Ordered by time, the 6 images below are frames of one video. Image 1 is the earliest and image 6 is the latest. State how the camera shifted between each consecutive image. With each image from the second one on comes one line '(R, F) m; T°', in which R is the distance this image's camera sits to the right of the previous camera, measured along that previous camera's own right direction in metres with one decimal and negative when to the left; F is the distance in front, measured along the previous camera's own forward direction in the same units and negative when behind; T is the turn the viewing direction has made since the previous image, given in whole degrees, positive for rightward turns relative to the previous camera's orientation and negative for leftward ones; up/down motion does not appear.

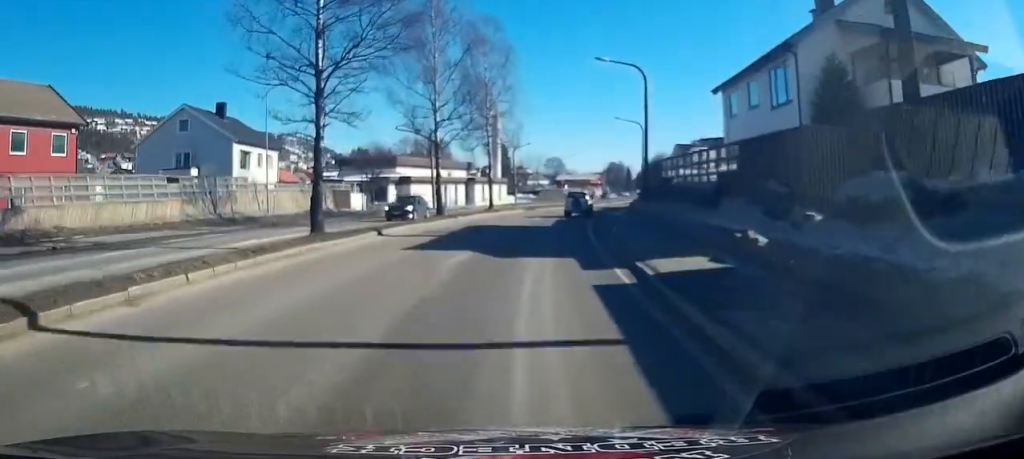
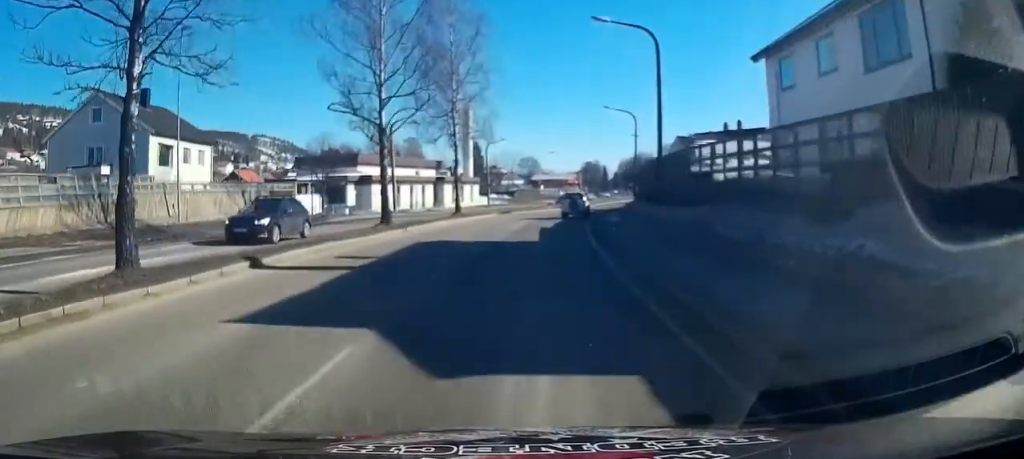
(+0.1, +8.1) m; +3°
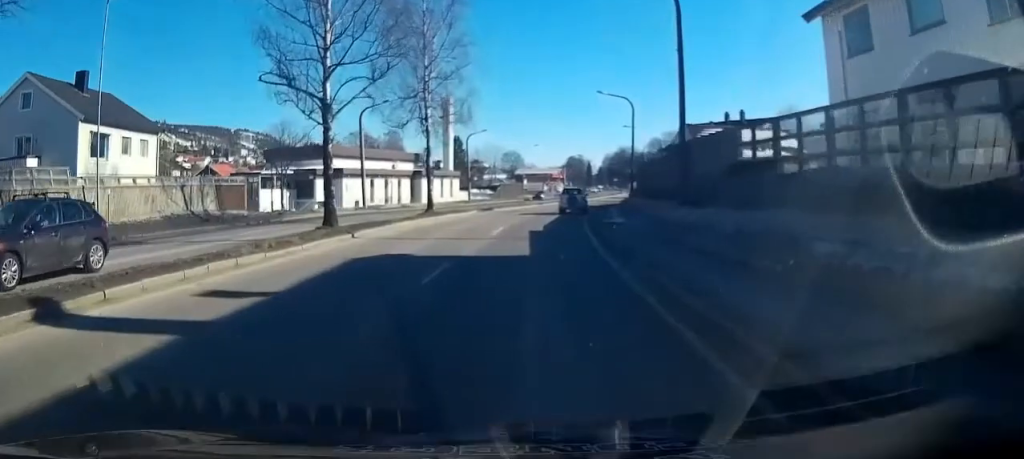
(-0.1, +5.5) m; +2°
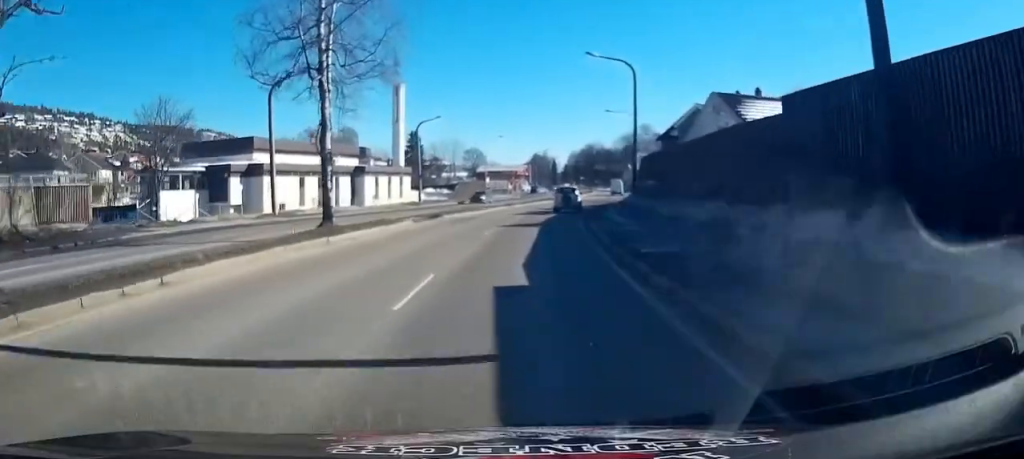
(+0.9, +12.7) m; +6°
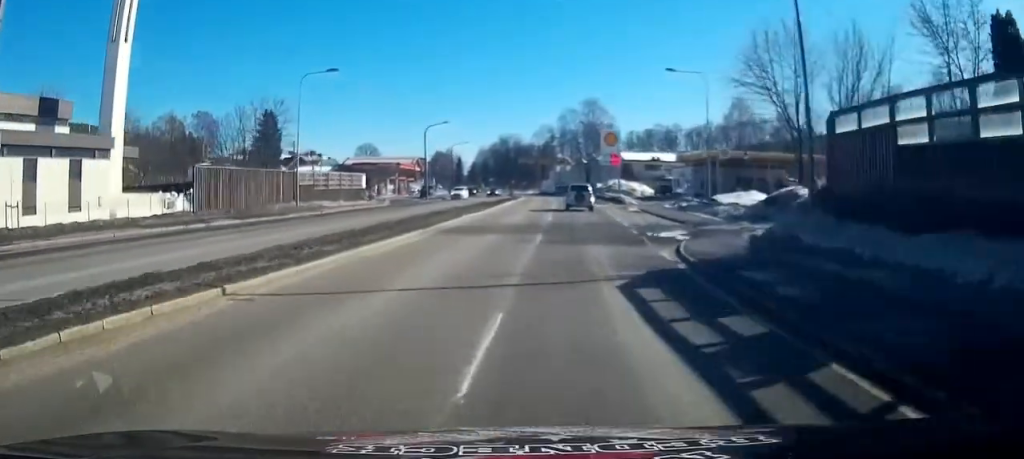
(+5.3, +48.2) m; +12°
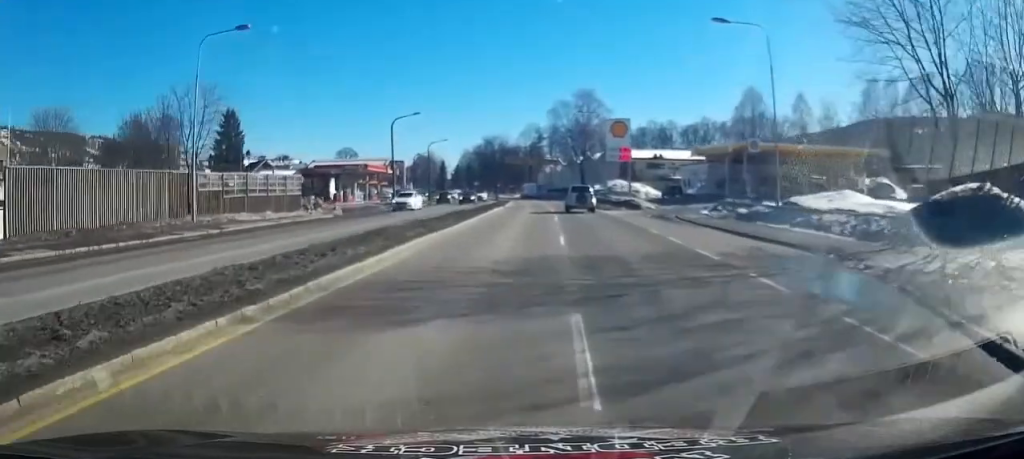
(+0.2, +12.2) m; +1°
